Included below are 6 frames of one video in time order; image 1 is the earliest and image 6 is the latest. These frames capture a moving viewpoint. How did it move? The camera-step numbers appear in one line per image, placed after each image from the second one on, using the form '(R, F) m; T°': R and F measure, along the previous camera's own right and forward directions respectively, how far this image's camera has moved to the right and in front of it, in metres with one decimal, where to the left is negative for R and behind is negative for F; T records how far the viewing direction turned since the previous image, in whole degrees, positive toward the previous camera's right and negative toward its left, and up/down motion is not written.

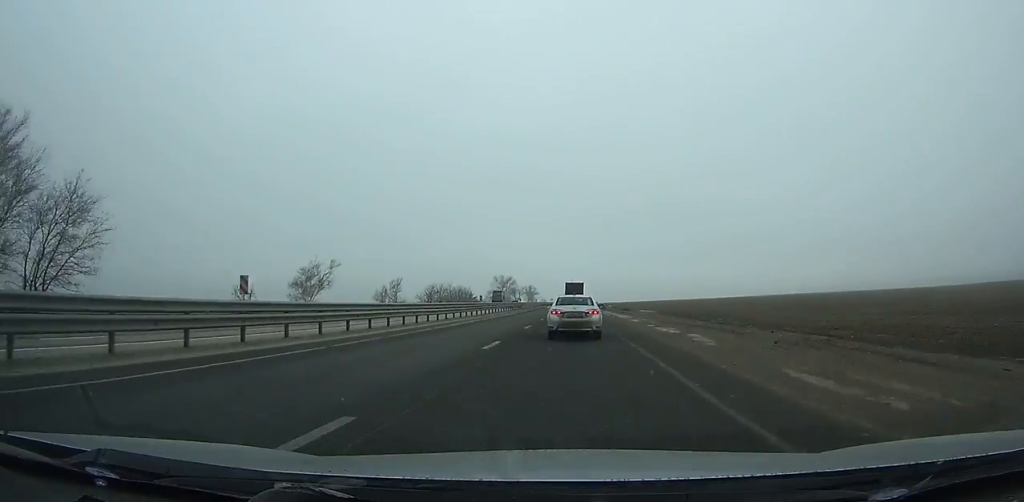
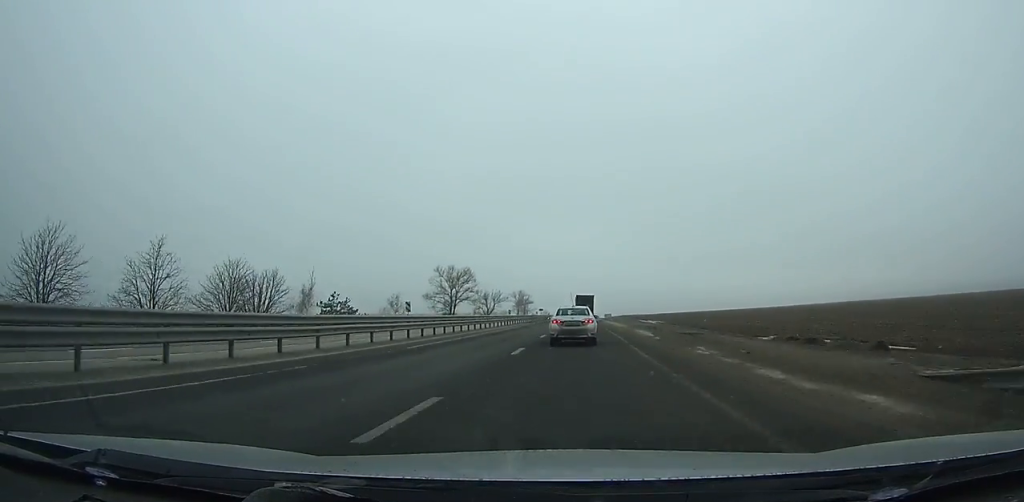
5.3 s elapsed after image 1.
(-0.7, +104.8) m; -1°
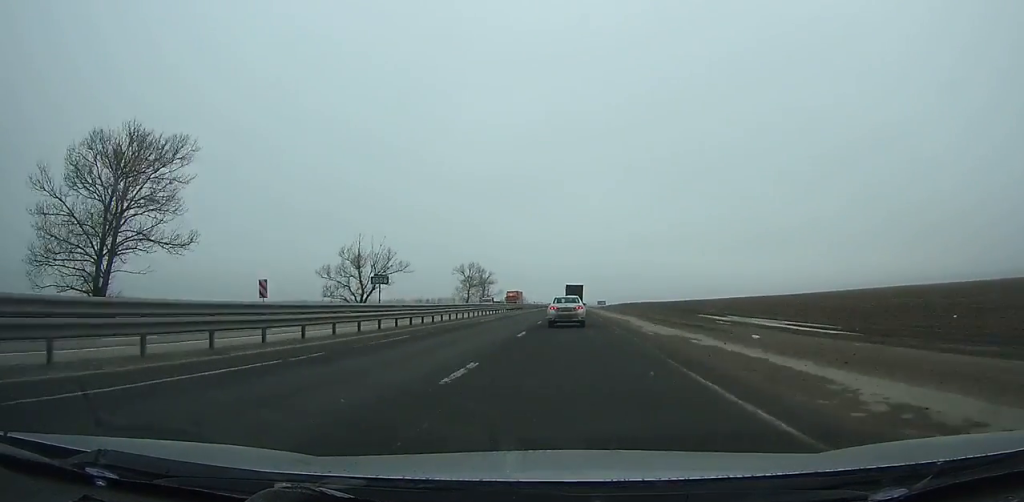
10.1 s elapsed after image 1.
(+0.2, +94.8) m; 0°
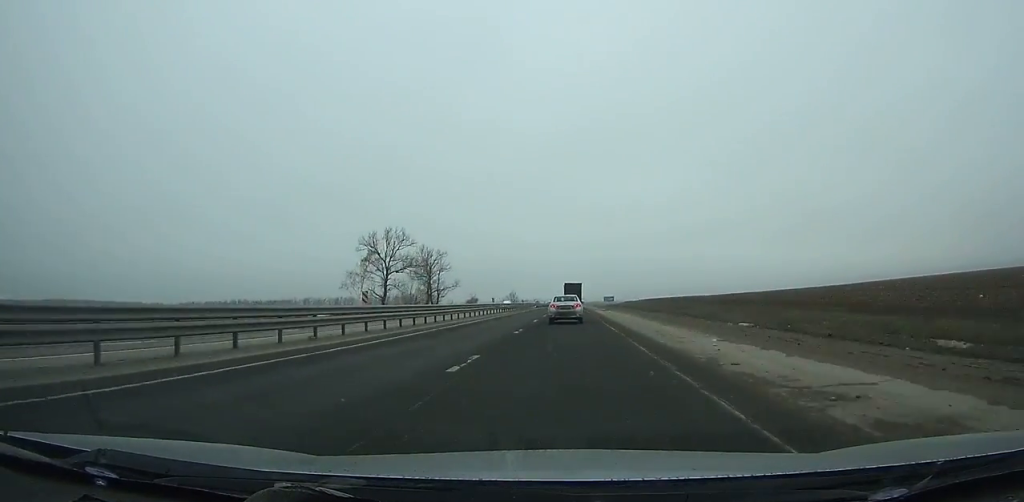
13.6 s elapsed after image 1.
(+0.1, +70.9) m; 0°
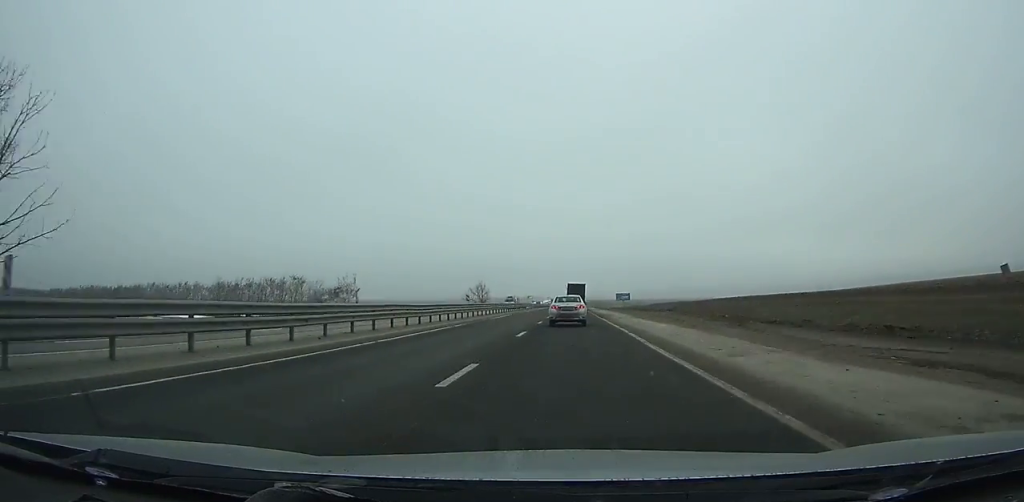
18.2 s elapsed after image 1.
(0.0, +95.5) m; 0°
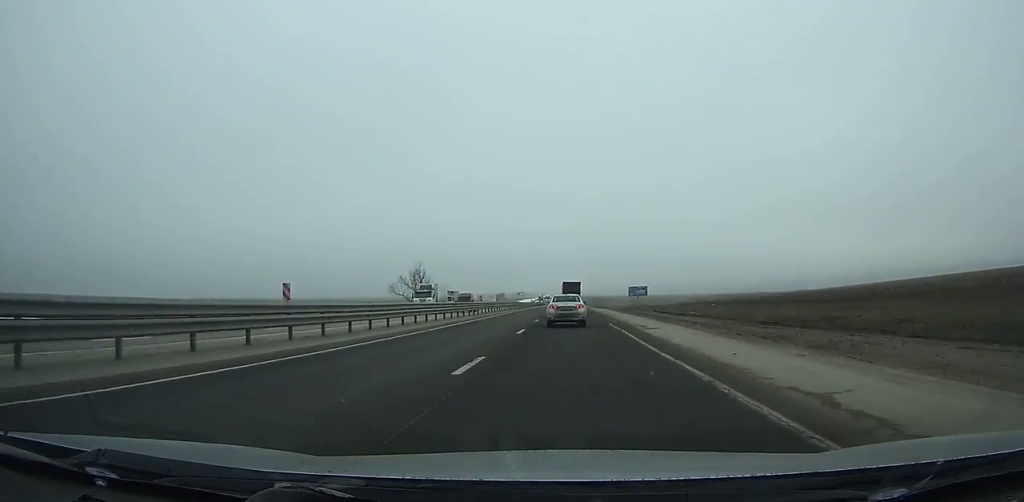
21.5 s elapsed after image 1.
(+0.1, +69.3) m; 0°
